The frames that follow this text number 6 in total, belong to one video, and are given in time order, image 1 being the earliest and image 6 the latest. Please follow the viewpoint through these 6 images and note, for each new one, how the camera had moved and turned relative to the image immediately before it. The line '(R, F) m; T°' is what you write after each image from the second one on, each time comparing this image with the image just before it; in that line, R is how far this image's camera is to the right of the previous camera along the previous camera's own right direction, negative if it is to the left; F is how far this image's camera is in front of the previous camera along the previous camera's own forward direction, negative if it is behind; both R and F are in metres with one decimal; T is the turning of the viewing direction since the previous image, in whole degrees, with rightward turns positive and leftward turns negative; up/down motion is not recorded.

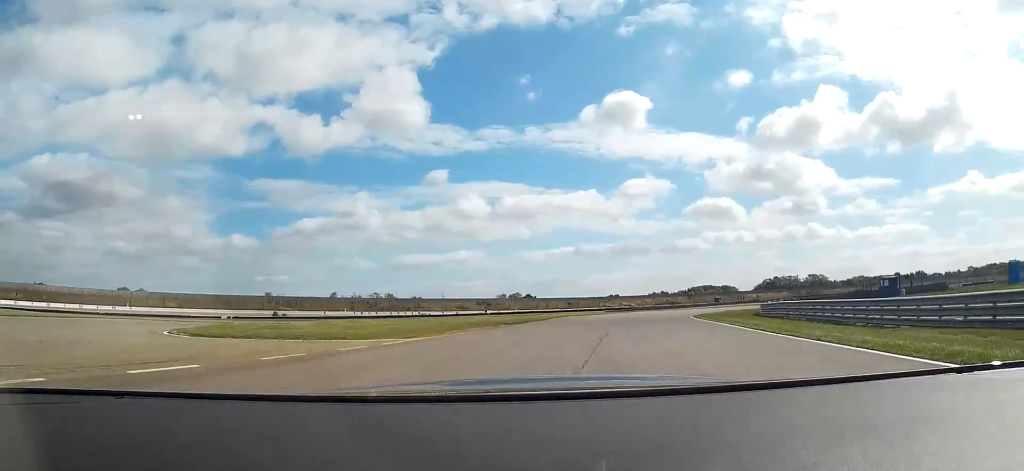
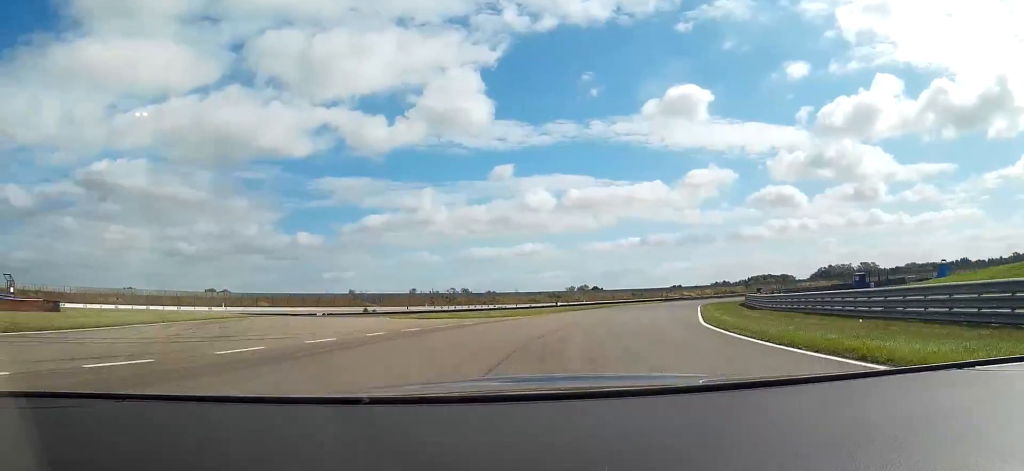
(-1.5, +24.6) m; -5°
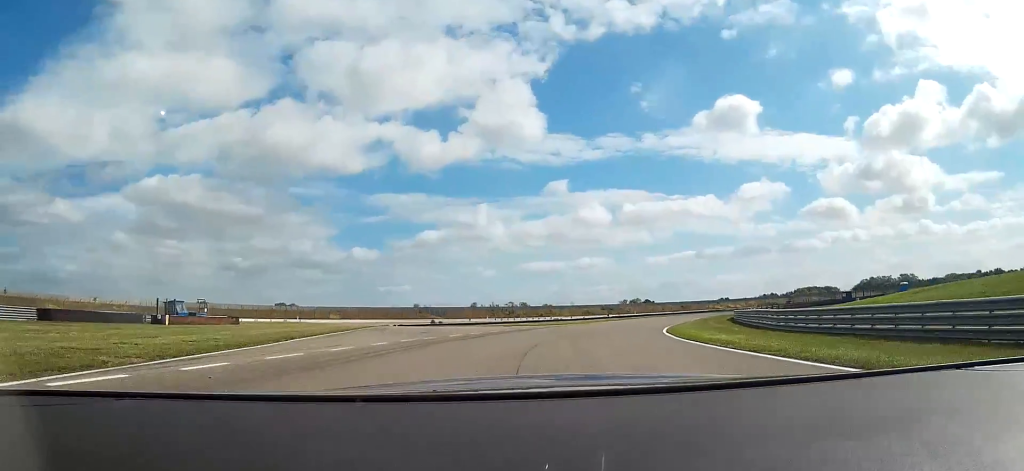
(-0.9, +21.8) m; -4°
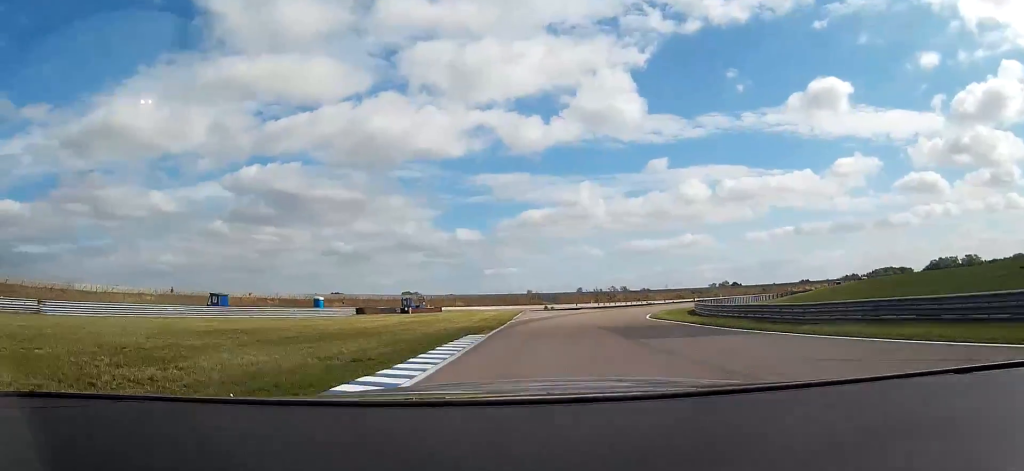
(-3.9, +48.1) m; -9°
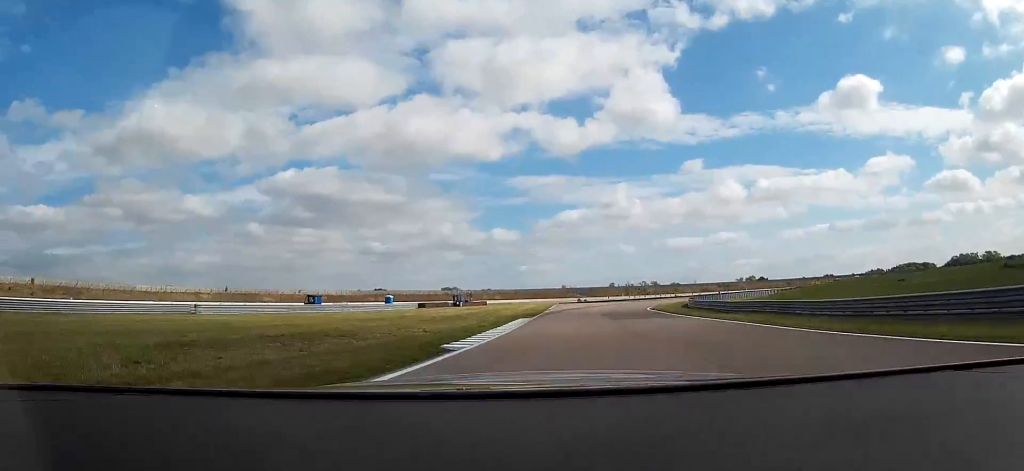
(-0.5, +19.1) m; -3°
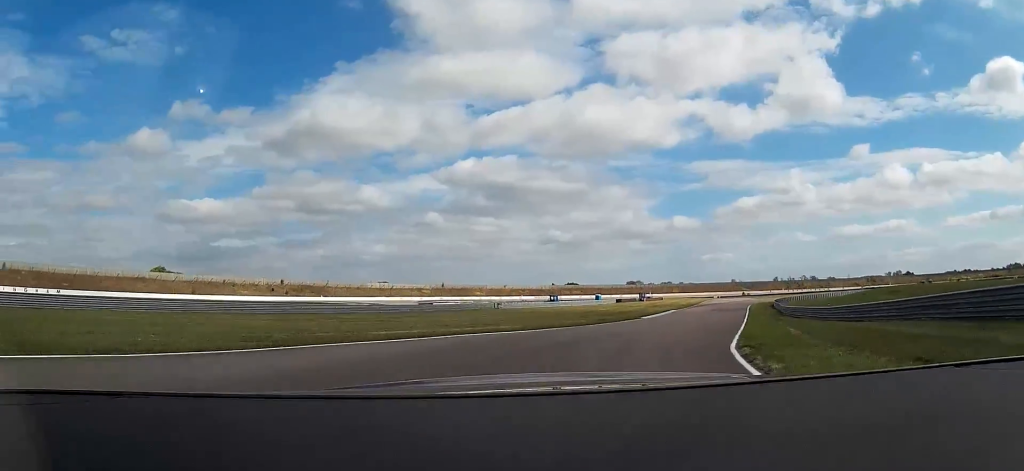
(-5.3, +53.7) m; -15°
